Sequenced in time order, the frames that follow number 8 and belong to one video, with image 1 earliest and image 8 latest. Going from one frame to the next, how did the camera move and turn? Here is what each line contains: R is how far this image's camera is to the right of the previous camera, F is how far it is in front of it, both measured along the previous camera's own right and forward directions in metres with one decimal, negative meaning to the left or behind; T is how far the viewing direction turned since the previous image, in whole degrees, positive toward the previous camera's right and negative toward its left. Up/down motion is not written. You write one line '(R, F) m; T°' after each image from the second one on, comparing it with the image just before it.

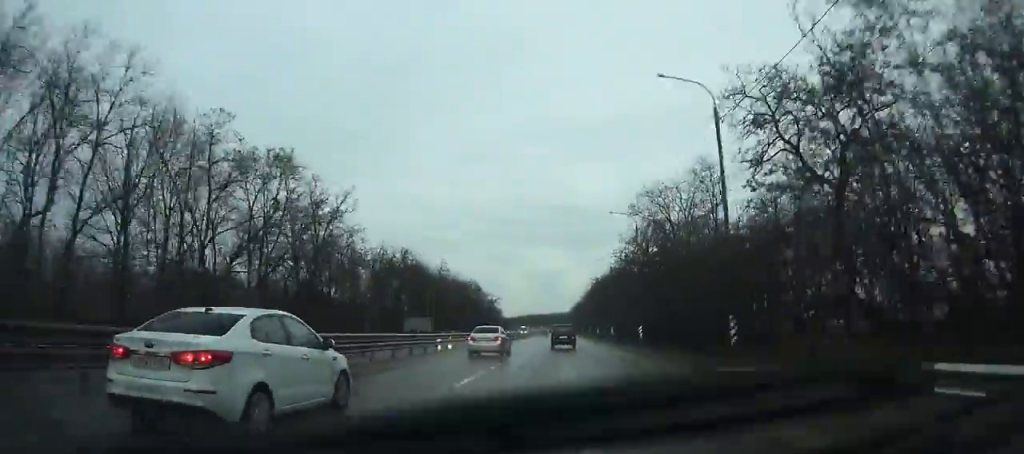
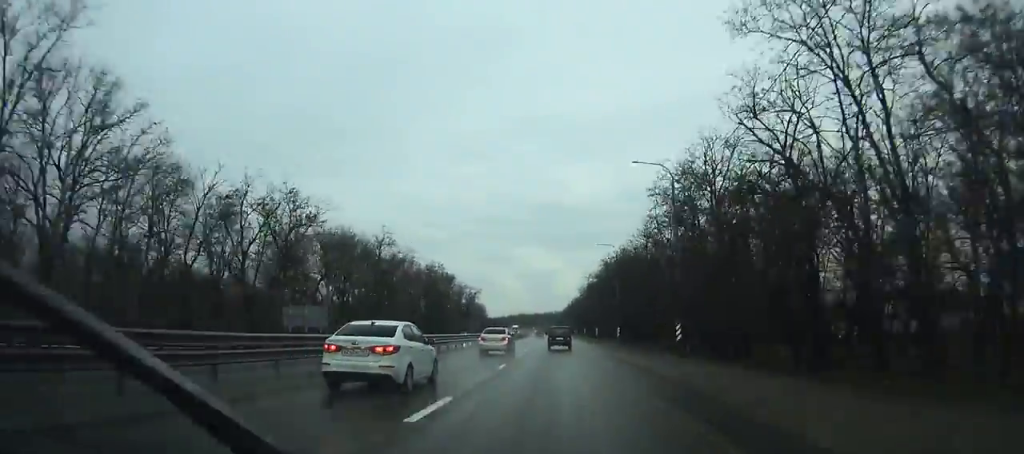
(+0.1, +41.9) m; 0°
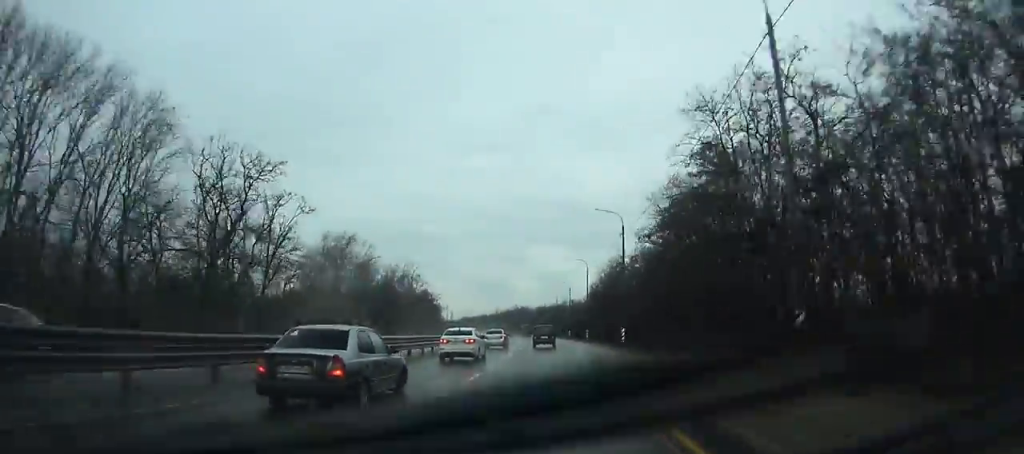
(-0.9, +137.7) m; -2°
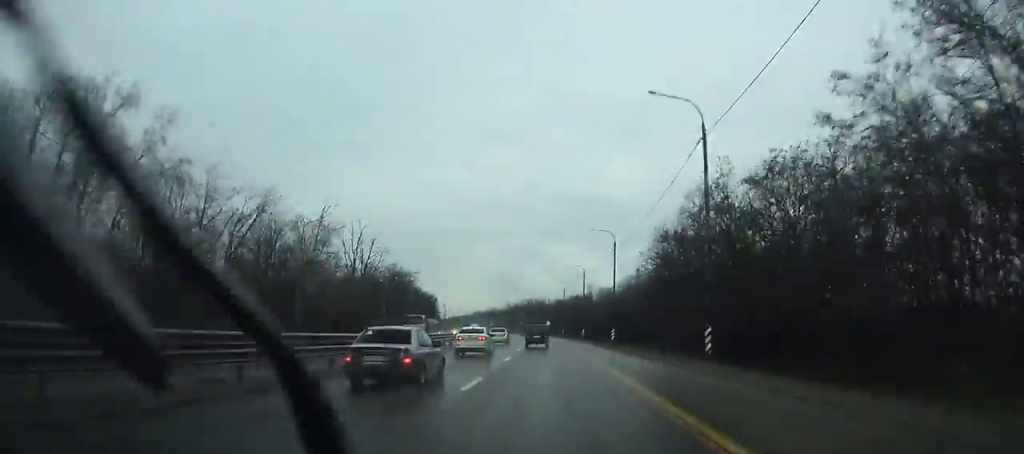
(-1.2, +50.1) m; -2°
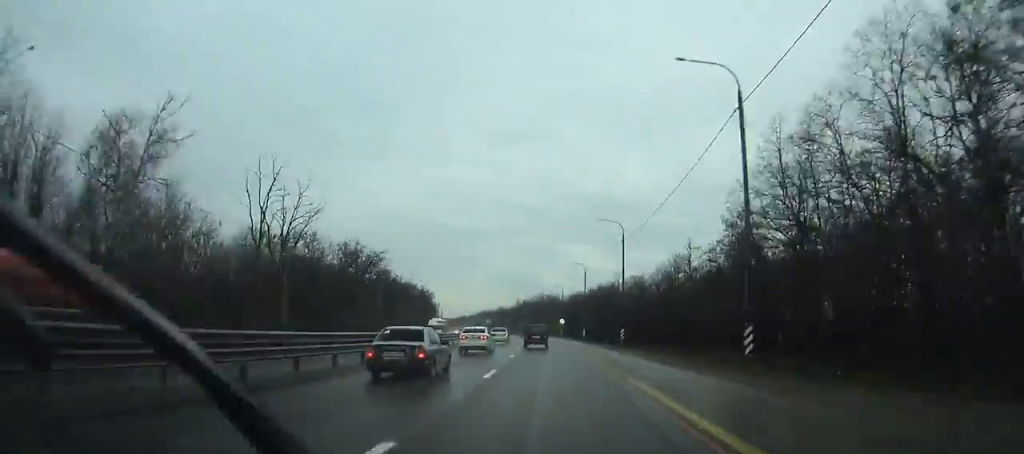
(-0.4, +32.5) m; -2°
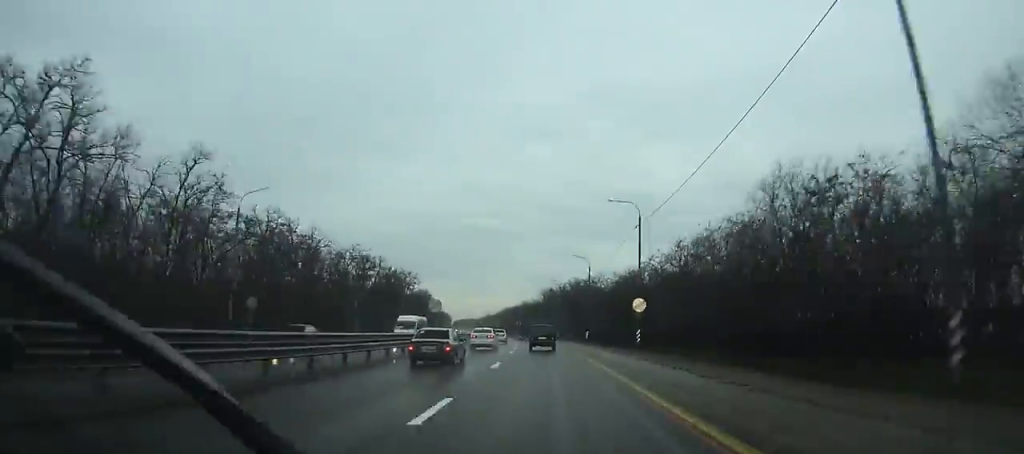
(-2.0, +66.7) m; -4°
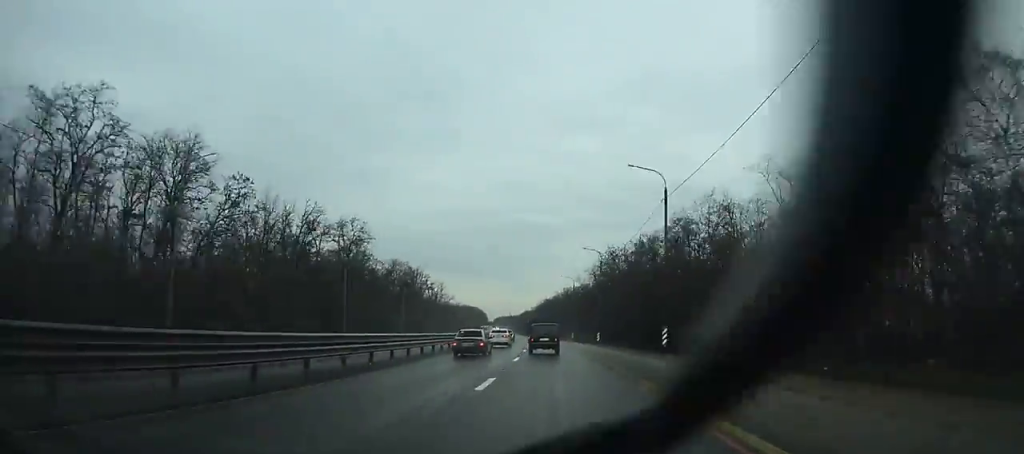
(-2.2, +65.8) m; -4°
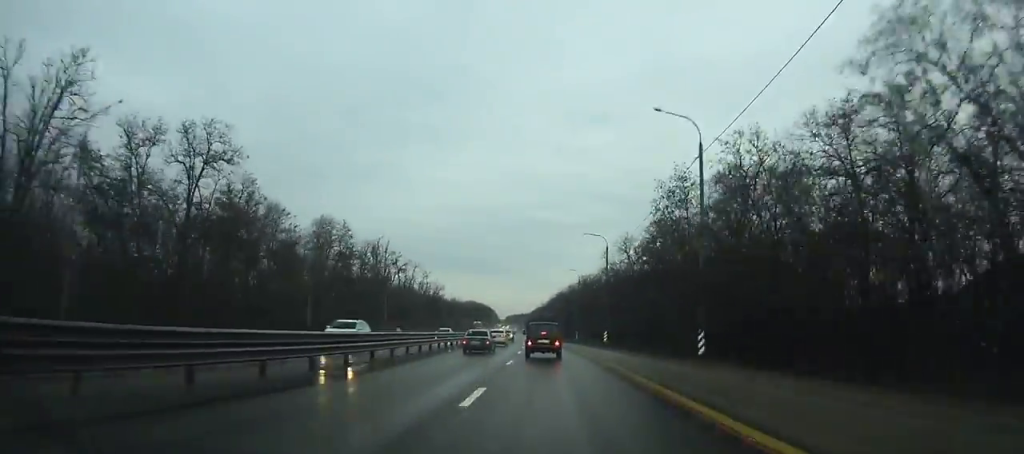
(-0.4, +38.1) m; -2°
